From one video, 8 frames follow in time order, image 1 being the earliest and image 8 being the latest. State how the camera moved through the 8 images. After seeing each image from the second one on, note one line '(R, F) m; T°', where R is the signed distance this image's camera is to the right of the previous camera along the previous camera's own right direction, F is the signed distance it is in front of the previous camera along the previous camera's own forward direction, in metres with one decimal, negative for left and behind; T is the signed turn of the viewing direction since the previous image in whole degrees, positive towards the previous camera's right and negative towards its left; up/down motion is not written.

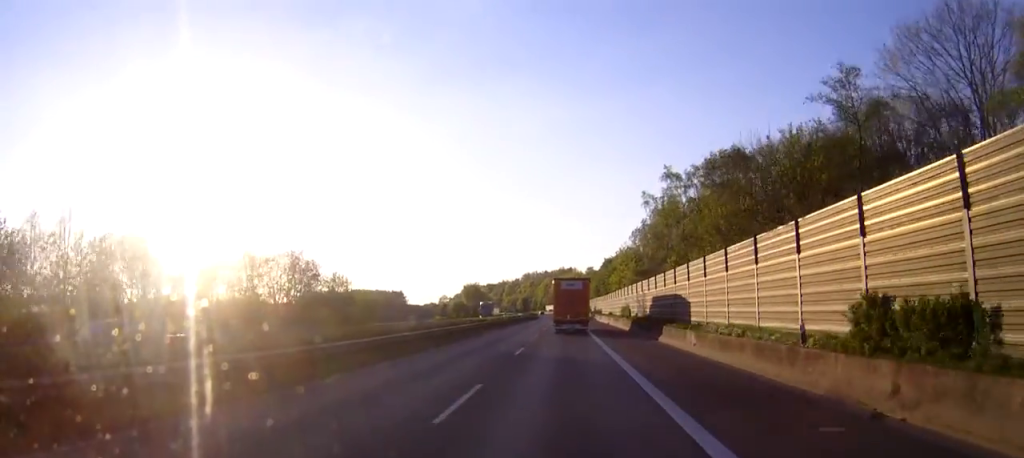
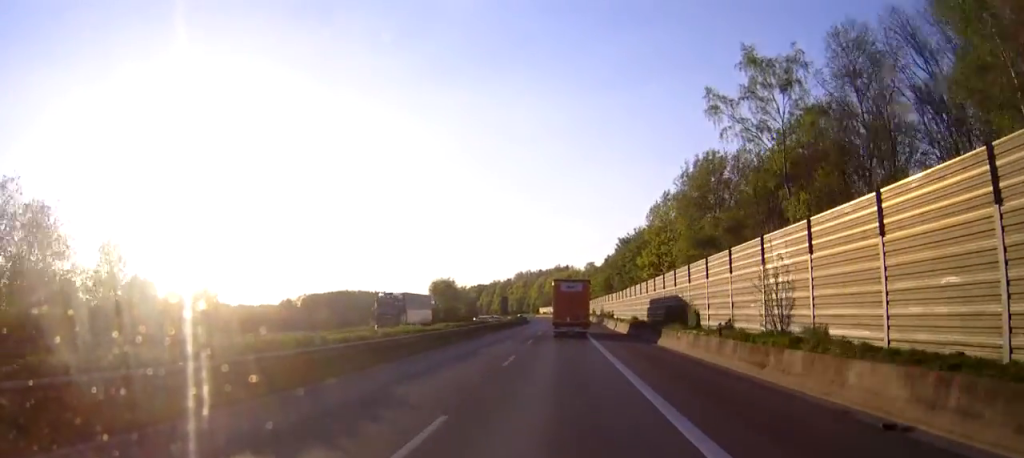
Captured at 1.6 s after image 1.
(+0.1, +41.0) m; 0°
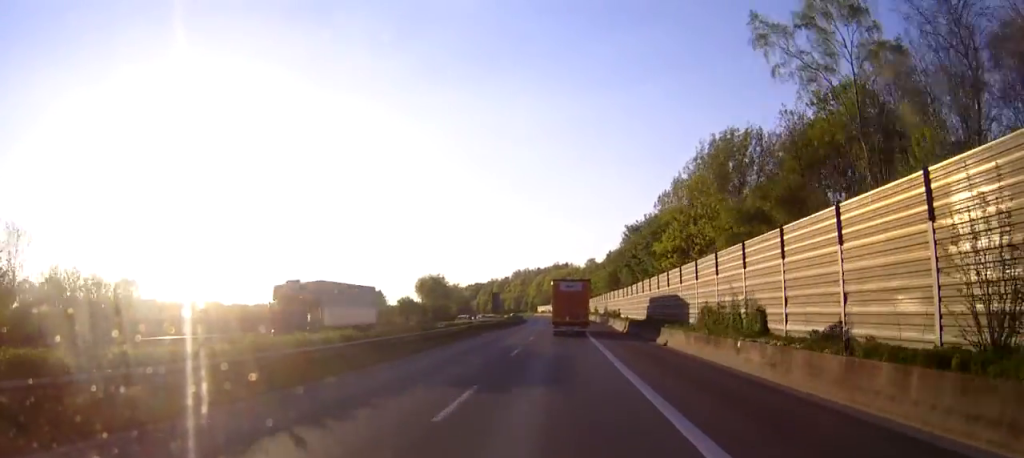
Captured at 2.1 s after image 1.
(-0.1, +12.6) m; 0°
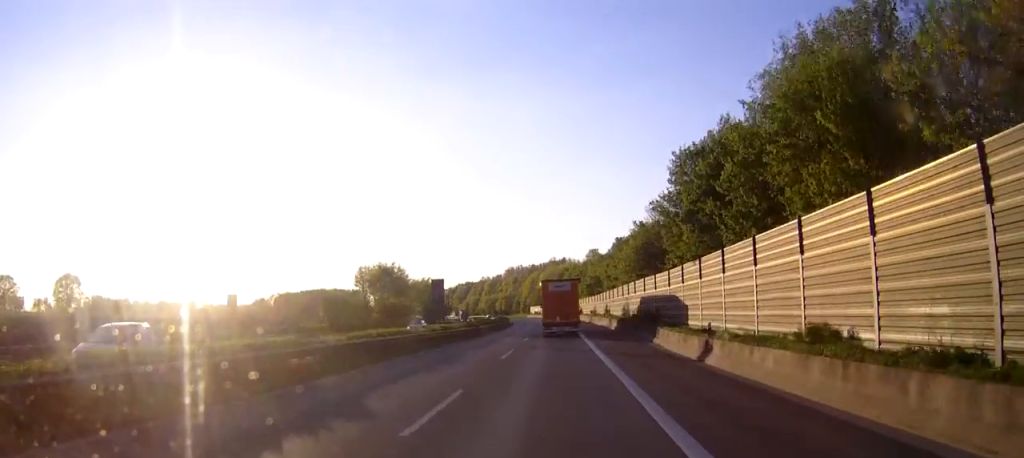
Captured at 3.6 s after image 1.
(+0.3, +37.7) m; +1°
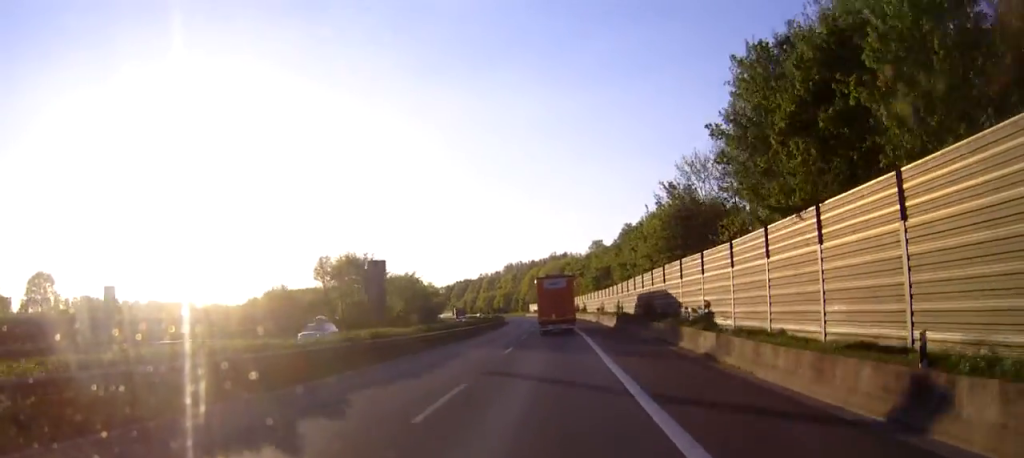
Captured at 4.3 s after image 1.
(-0.1, +16.7) m; 0°
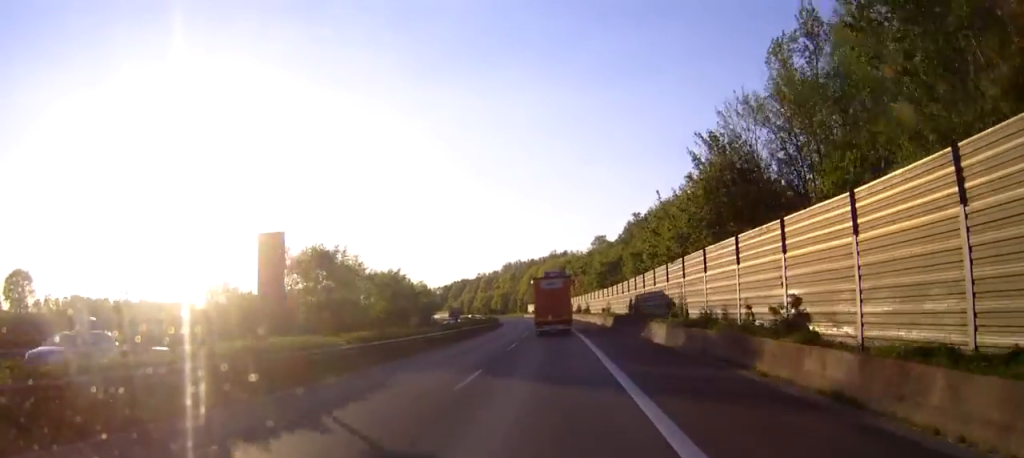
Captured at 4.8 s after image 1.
(0.0, +12.5) m; 0°
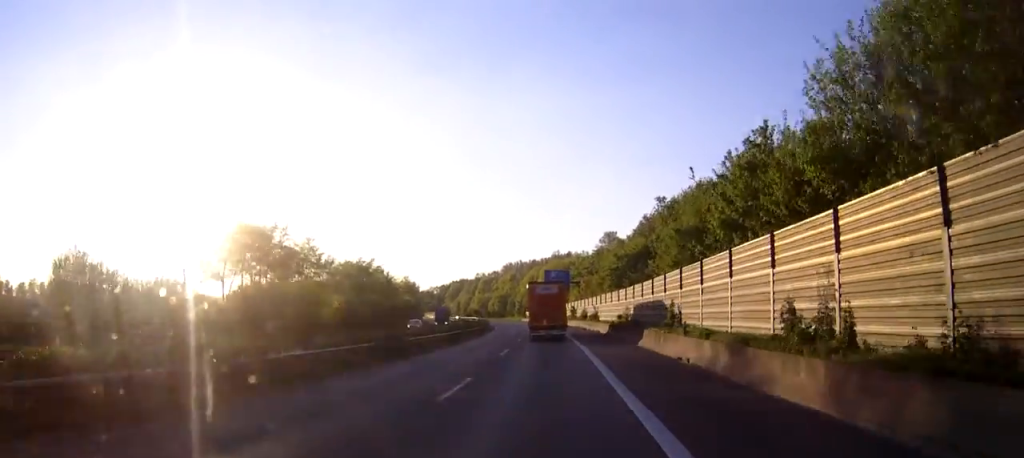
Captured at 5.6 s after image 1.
(-0.1, +20.0) m; 0°
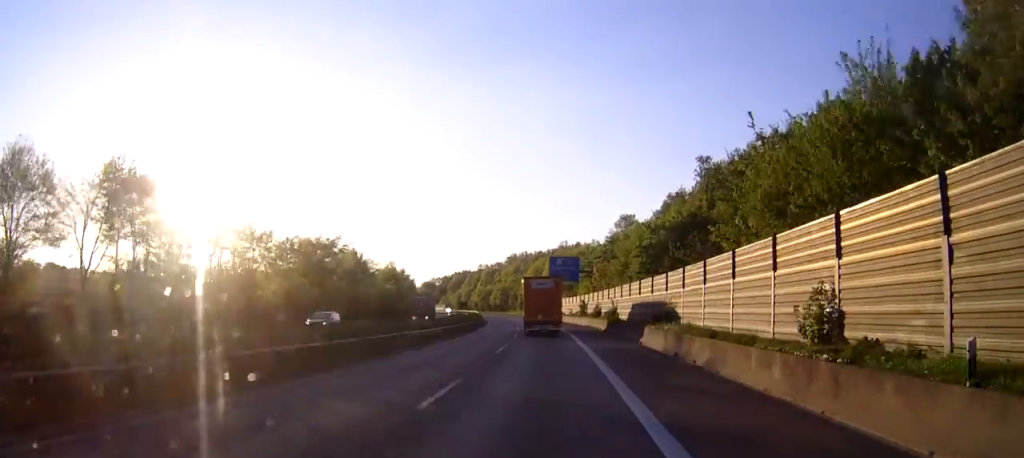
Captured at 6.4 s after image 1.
(0.0, +20.1) m; 0°
